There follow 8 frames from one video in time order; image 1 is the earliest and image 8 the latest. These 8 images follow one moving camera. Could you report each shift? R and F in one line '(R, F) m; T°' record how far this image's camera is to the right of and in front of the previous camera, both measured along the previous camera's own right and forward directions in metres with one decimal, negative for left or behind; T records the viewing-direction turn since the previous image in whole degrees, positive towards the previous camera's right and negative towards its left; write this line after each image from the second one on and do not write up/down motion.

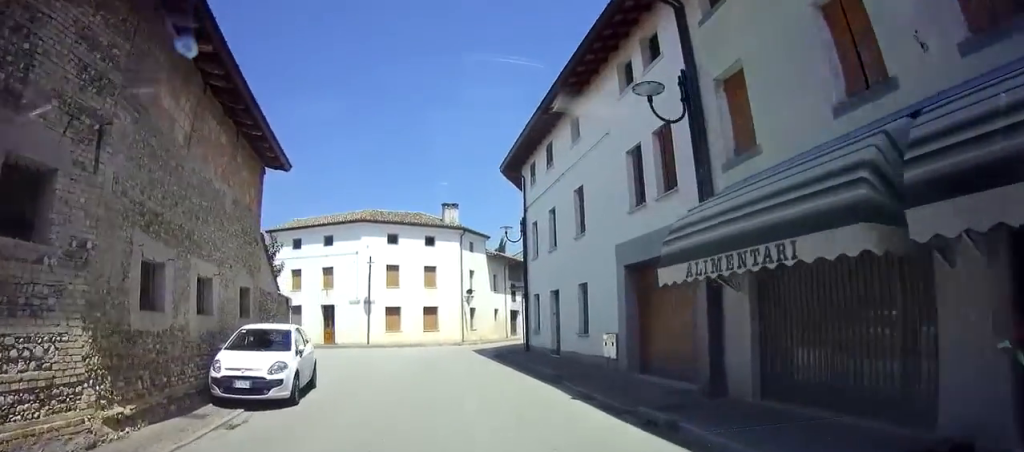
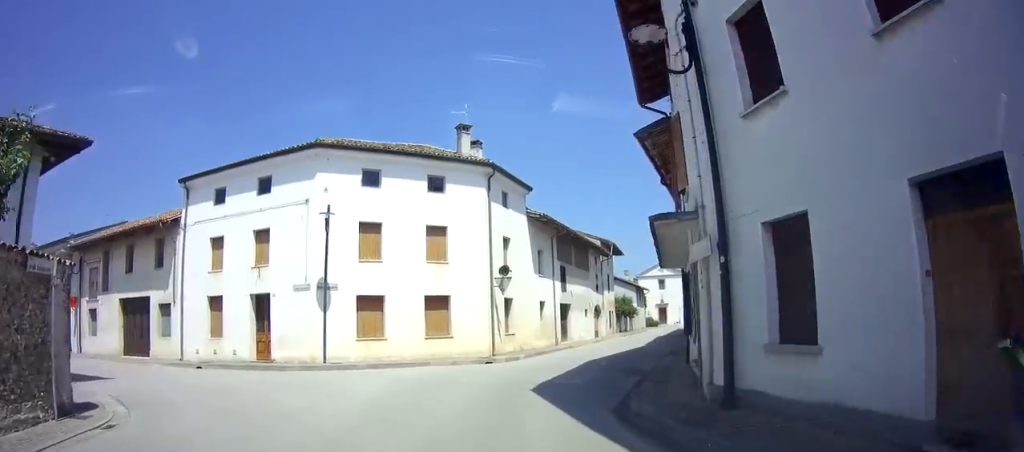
(-0.2, +13.8) m; +3°
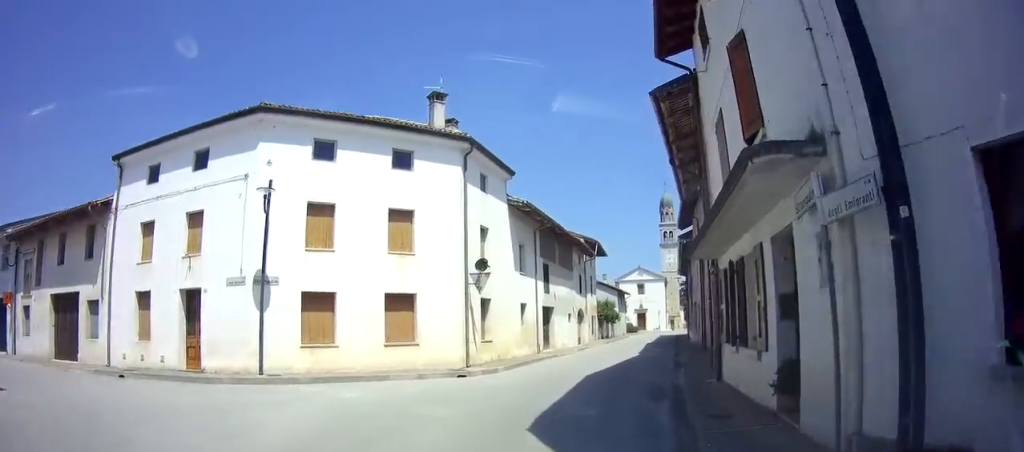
(0.0, +4.0) m; +5°
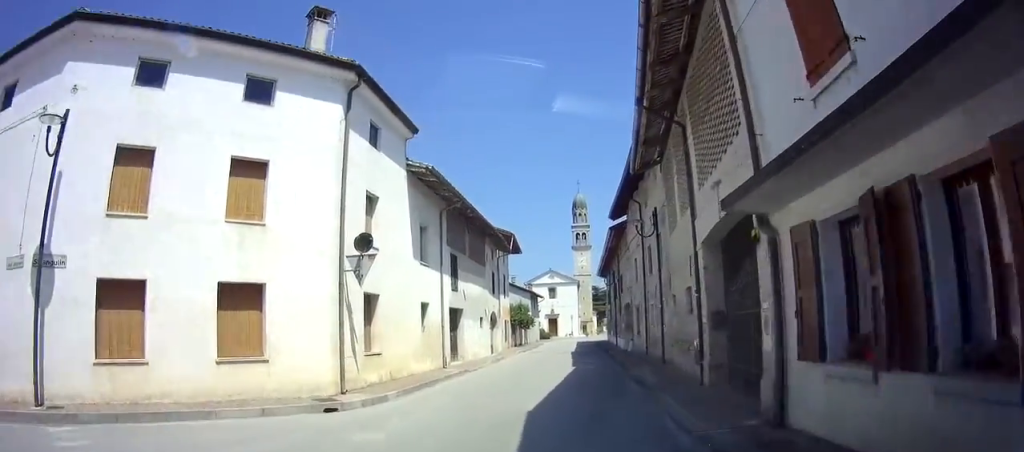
(+0.7, +6.3) m; +11°
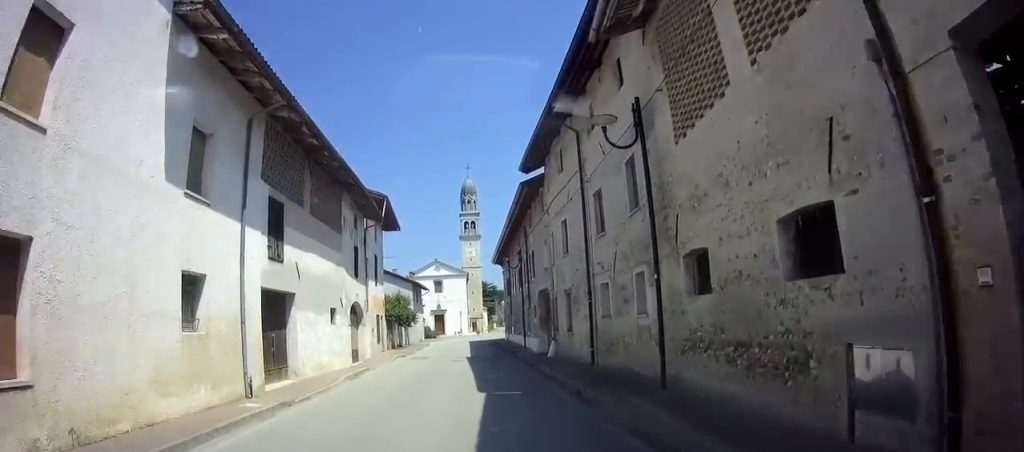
(+0.6, +10.0) m; +1°
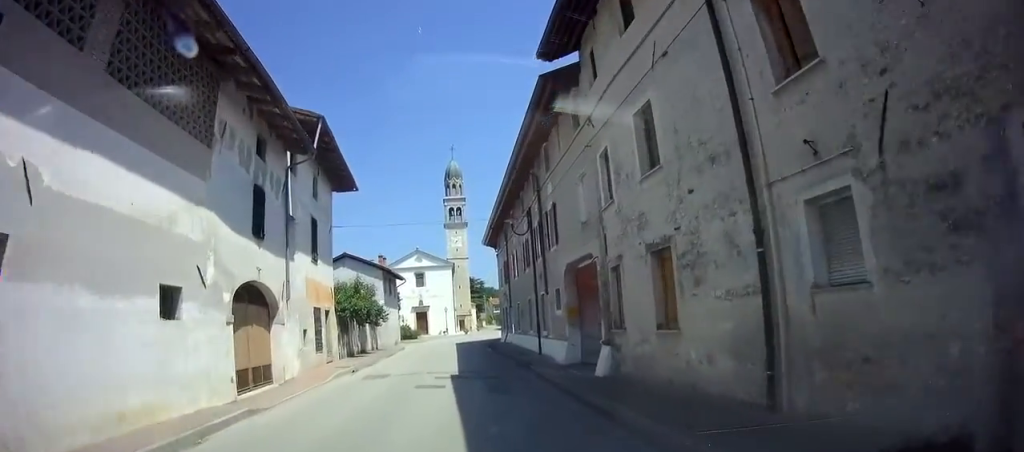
(-0.4, +10.1) m; -4°
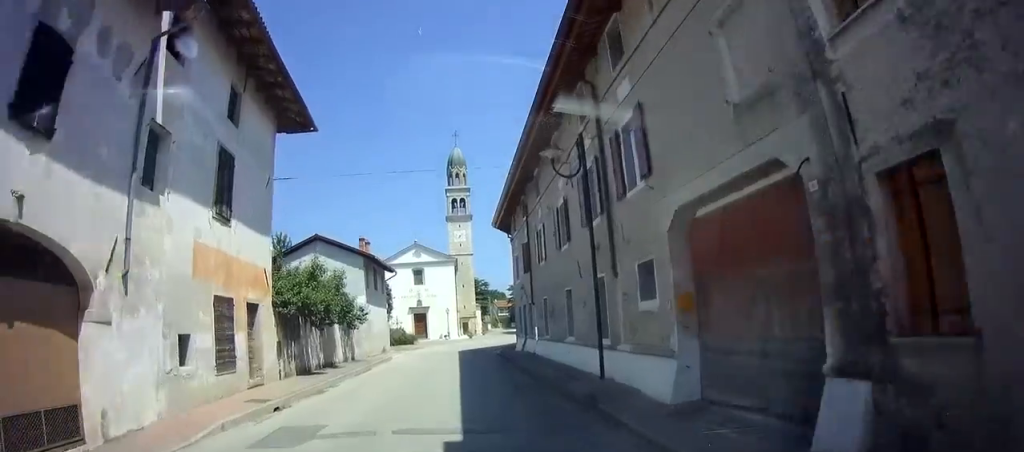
(-0.2, +8.5) m; -1°
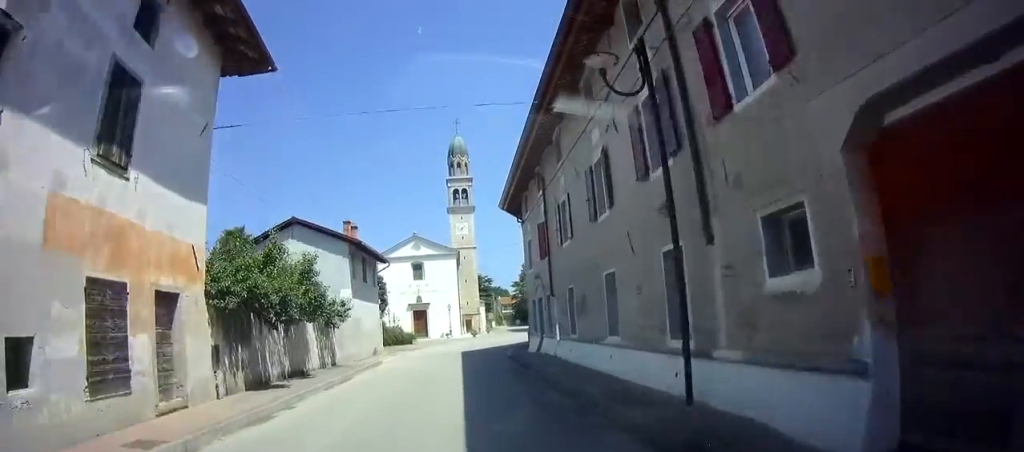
(0.0, +4.3) m; 0°
